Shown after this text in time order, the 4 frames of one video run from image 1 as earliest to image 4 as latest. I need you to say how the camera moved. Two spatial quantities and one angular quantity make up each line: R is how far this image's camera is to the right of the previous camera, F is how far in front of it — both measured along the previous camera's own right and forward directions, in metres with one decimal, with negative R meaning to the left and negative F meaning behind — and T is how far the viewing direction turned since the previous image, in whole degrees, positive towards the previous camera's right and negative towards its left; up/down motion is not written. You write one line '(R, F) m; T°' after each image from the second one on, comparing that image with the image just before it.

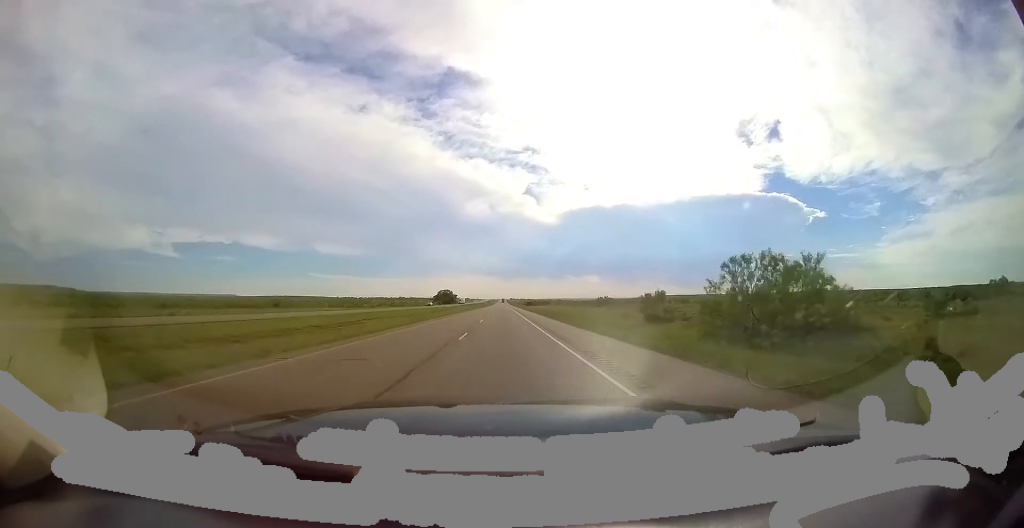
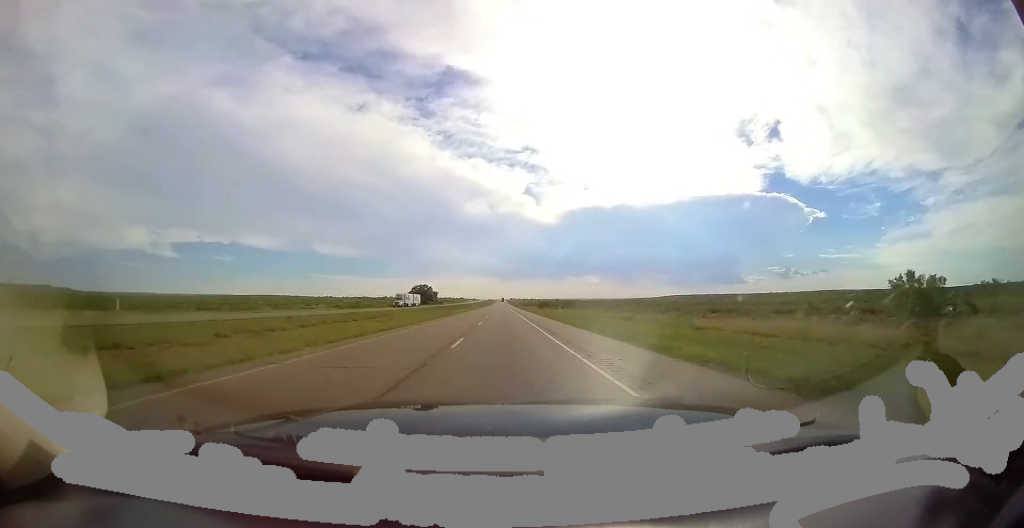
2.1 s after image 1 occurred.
(+0.1, +74.7) m; +1°
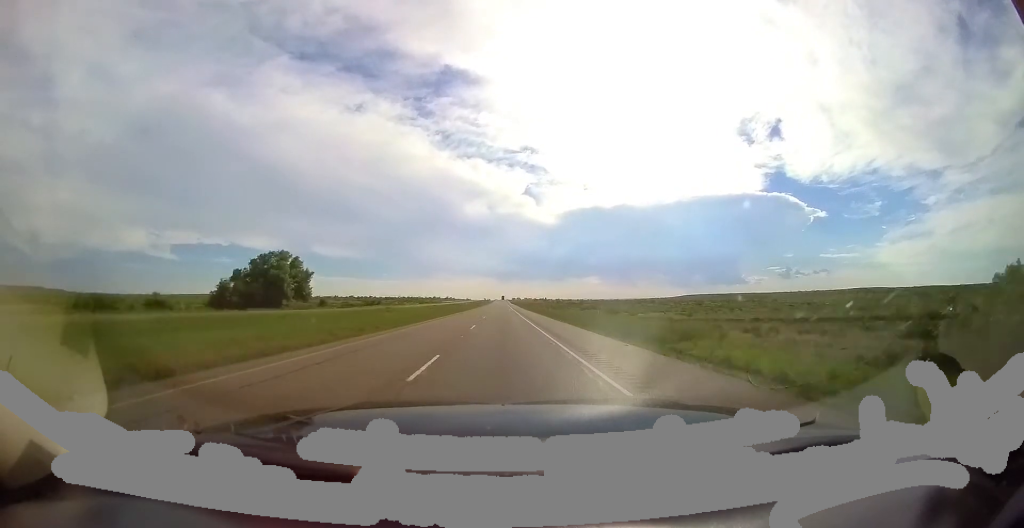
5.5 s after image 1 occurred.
(+0.7, +126.1) m; 0°
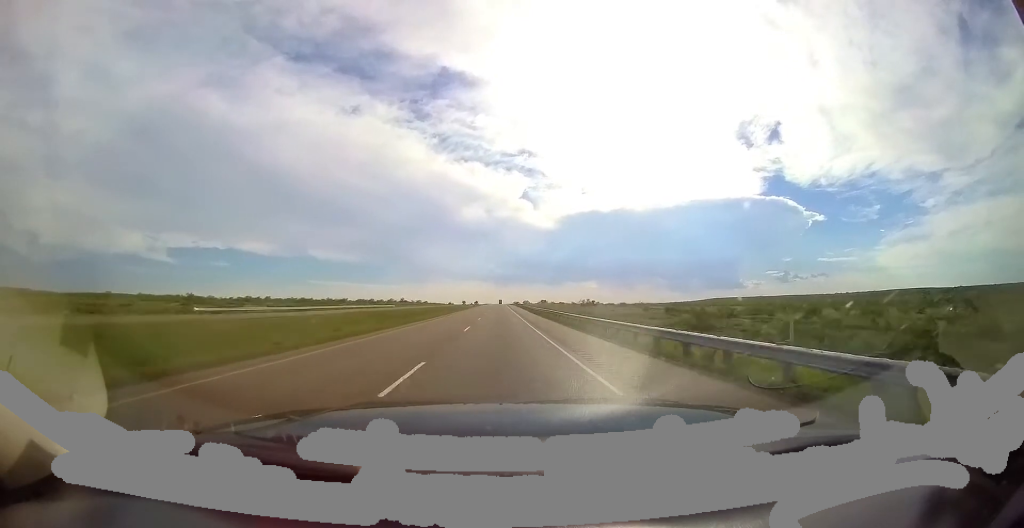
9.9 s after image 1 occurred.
(-1.4, +159.0) m; 0°
